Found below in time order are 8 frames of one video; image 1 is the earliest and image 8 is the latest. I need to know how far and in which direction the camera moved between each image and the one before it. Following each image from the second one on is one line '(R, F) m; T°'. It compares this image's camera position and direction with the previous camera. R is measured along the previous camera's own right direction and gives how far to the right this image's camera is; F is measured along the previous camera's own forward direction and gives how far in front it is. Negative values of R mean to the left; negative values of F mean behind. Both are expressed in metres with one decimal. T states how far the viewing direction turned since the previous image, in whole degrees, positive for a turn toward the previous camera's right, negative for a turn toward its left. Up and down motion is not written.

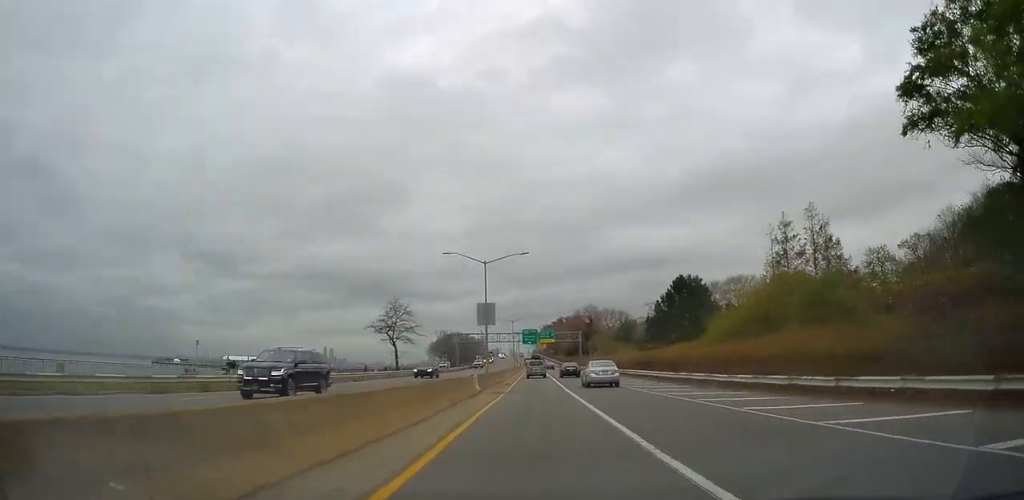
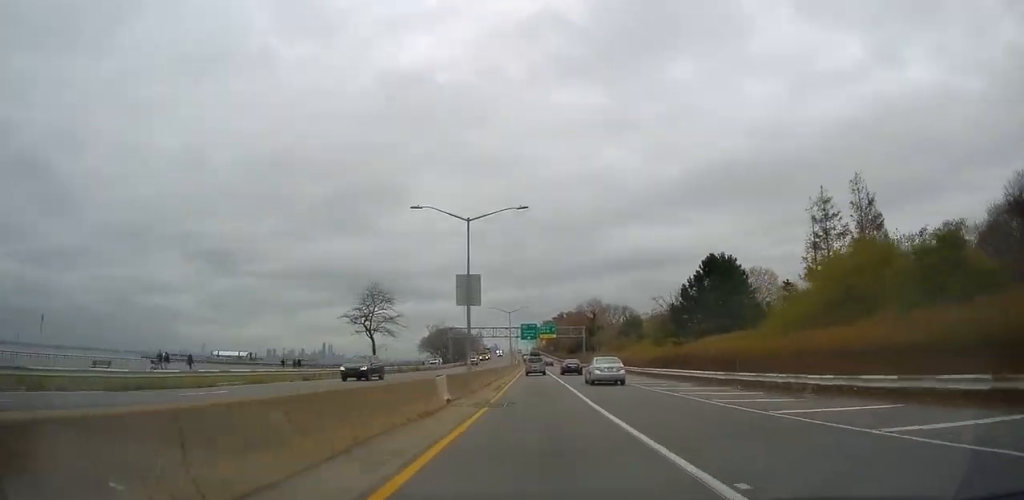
(+0.1, +11.4) m; 0°
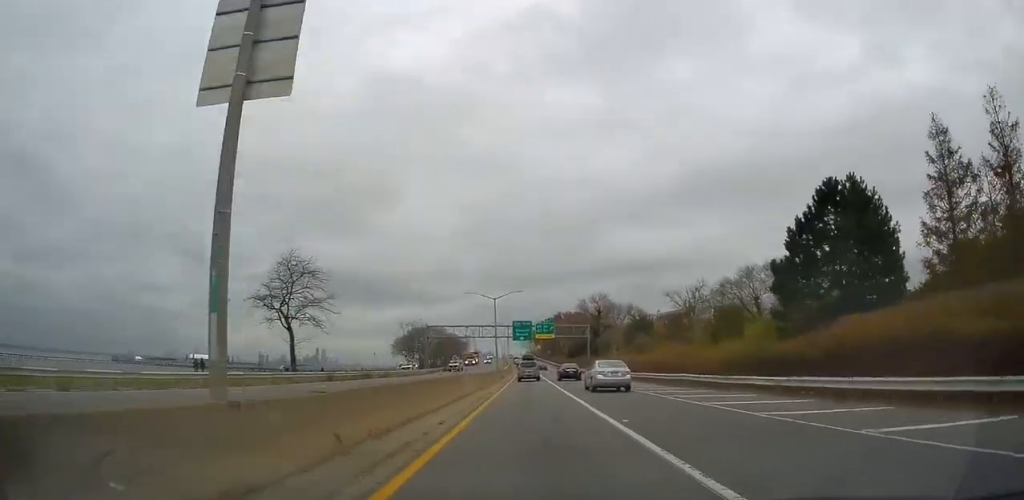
(+0.1, +23.4) m; 0°
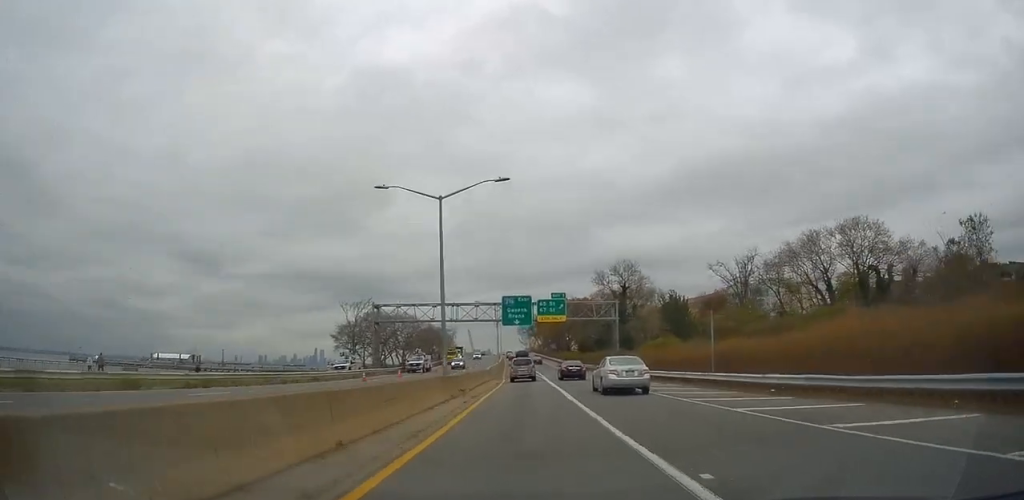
(+0.1, +37.3) m; 0°
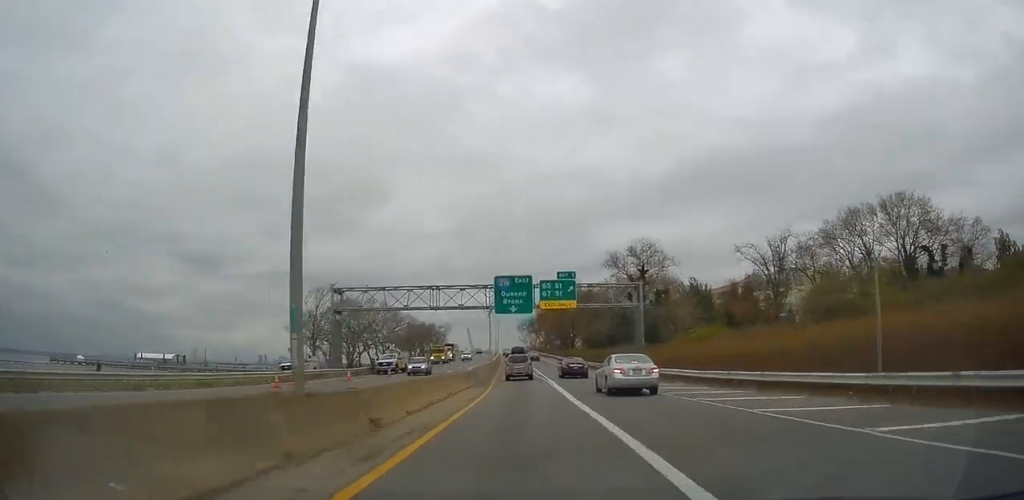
(+0.1, +16.3) m; 0°
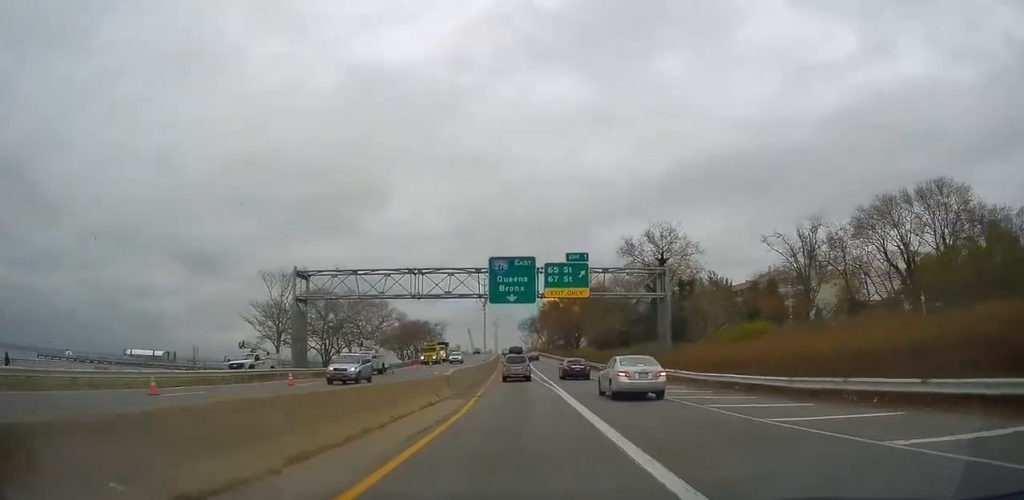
(0.0, +11.0) m; 0°
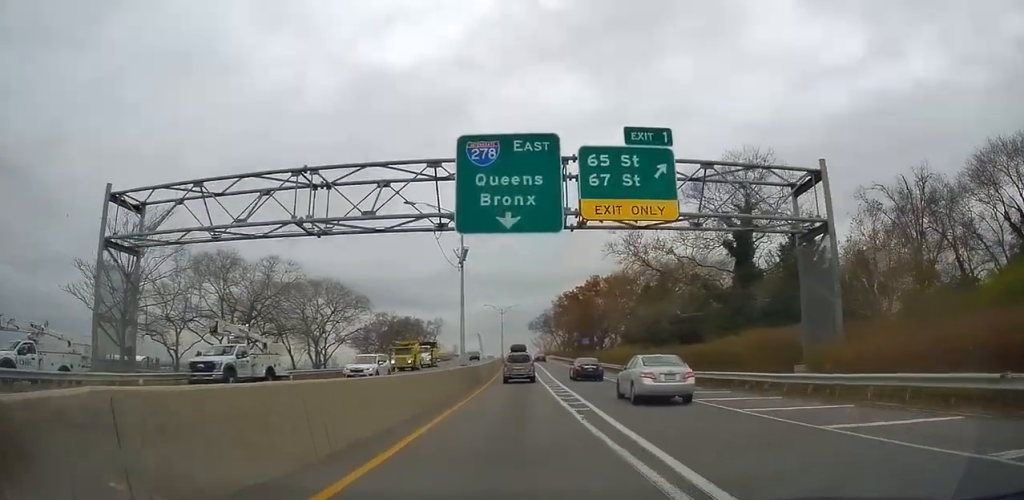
(-0.1, +27.9) m; -1°
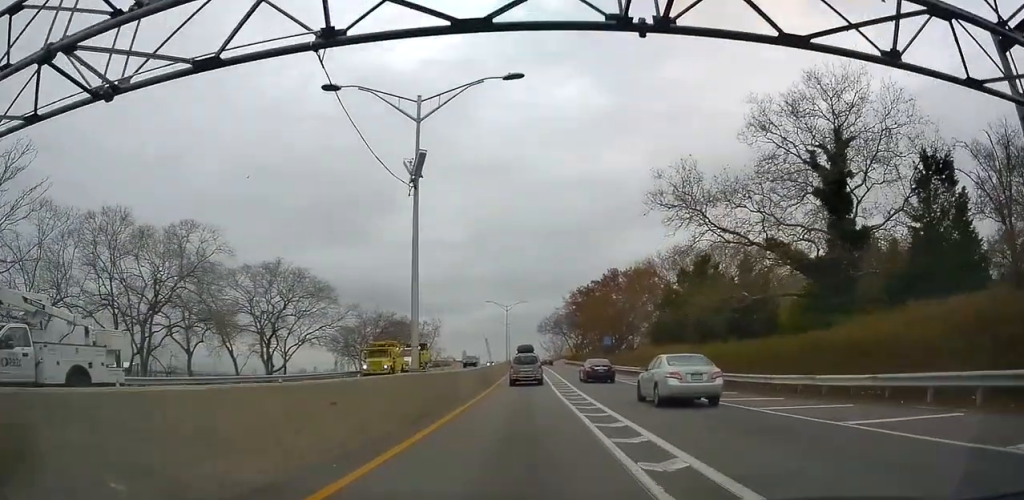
(0.0, +14.9) m; 0°
